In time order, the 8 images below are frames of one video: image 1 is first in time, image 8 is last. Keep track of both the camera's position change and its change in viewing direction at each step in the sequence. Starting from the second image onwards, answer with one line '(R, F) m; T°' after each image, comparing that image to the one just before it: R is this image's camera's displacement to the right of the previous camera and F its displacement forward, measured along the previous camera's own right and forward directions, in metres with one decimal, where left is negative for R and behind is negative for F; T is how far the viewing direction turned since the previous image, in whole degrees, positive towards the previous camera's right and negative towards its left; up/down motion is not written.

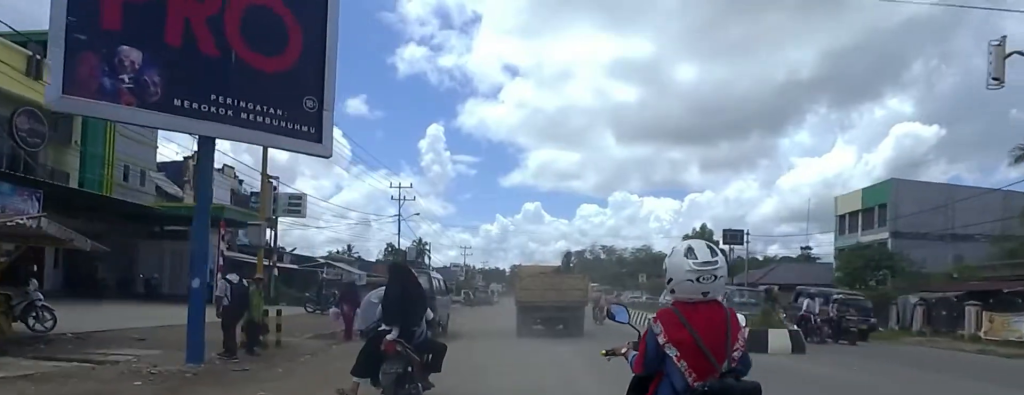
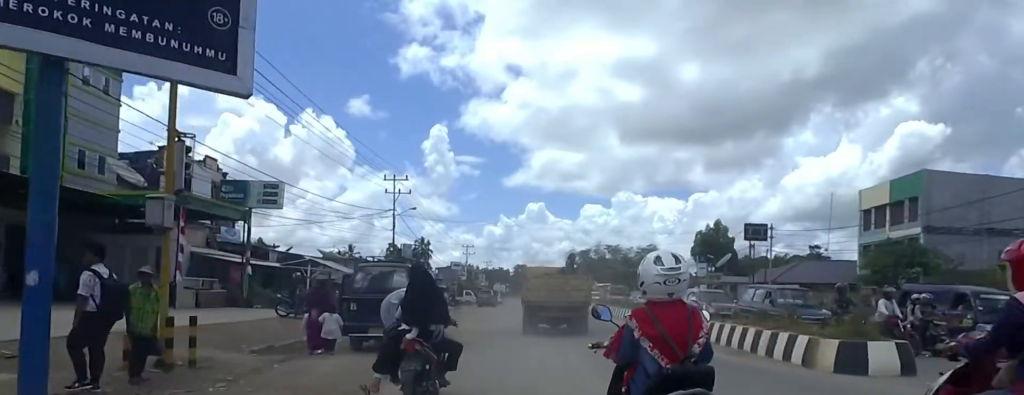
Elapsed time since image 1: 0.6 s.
(0.0, +4.0) m; 0°
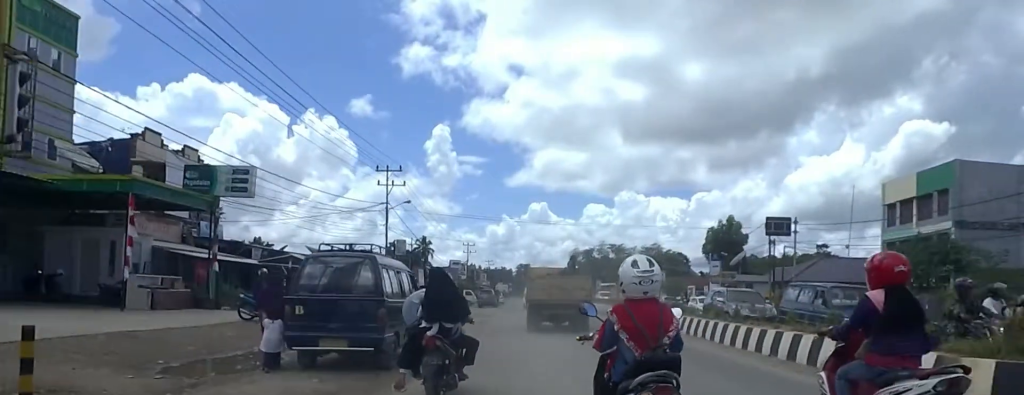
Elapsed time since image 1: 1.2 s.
(0.0, +3.5) m; 0°
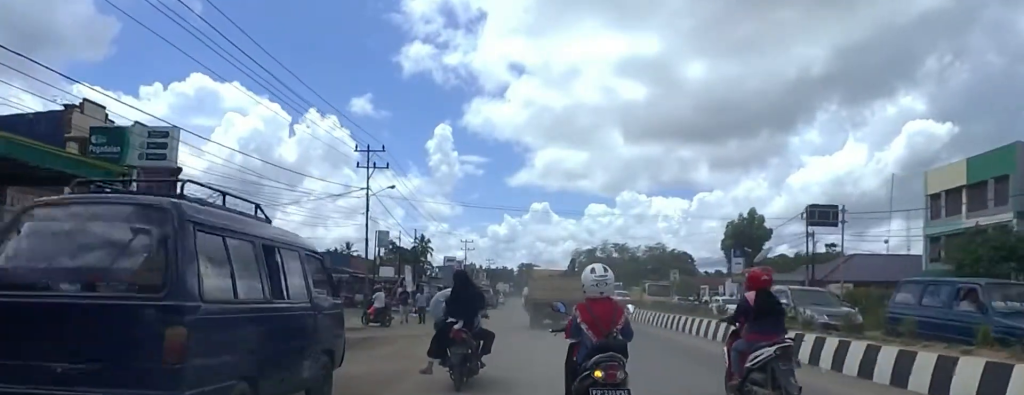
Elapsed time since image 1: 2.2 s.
(0.0, +5.6) m; 0°
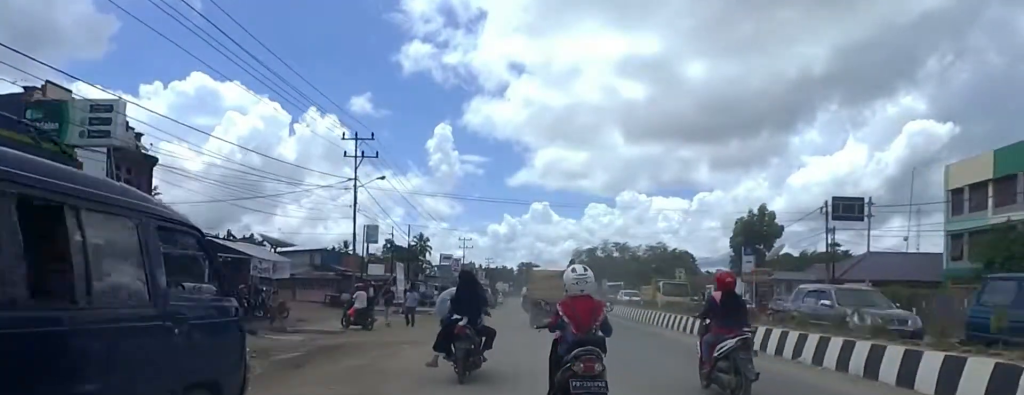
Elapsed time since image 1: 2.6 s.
(0.0, +2.5) m; 0°
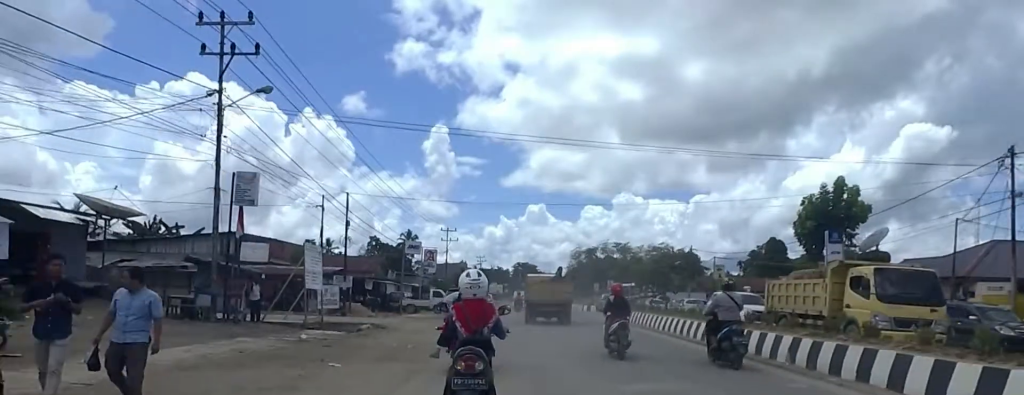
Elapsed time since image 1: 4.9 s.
(0.0, +14.0) m; 0°
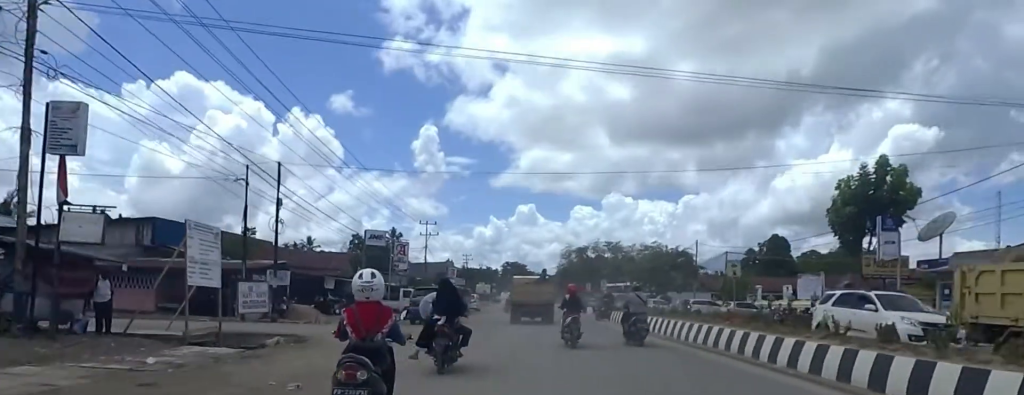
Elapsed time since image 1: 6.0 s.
(0.0, +6.7) m; 0°
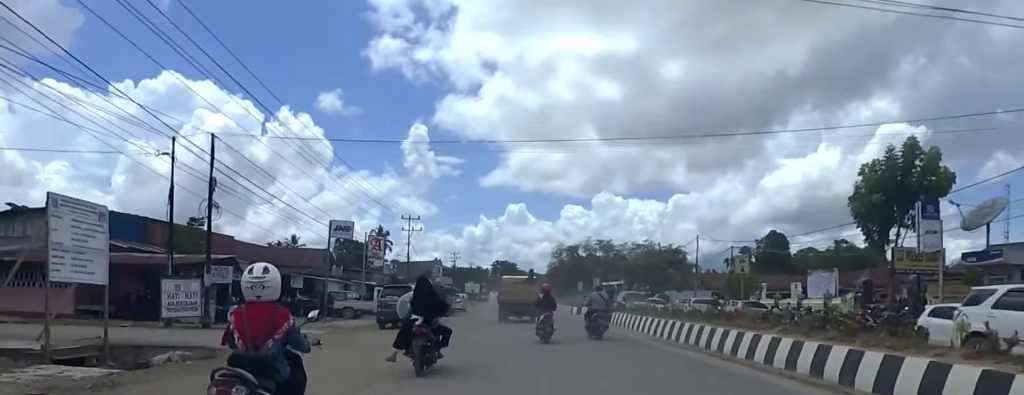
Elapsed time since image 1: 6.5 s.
(0.0, +4.0) m; 0°
